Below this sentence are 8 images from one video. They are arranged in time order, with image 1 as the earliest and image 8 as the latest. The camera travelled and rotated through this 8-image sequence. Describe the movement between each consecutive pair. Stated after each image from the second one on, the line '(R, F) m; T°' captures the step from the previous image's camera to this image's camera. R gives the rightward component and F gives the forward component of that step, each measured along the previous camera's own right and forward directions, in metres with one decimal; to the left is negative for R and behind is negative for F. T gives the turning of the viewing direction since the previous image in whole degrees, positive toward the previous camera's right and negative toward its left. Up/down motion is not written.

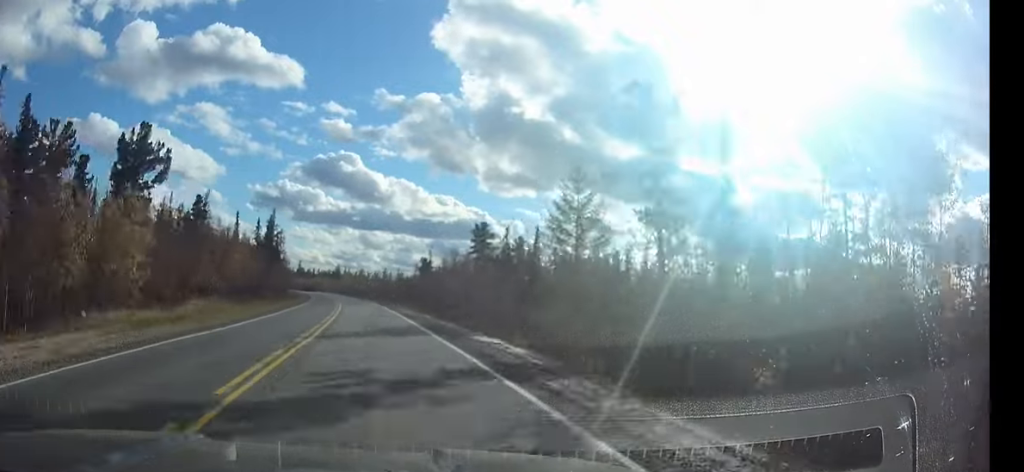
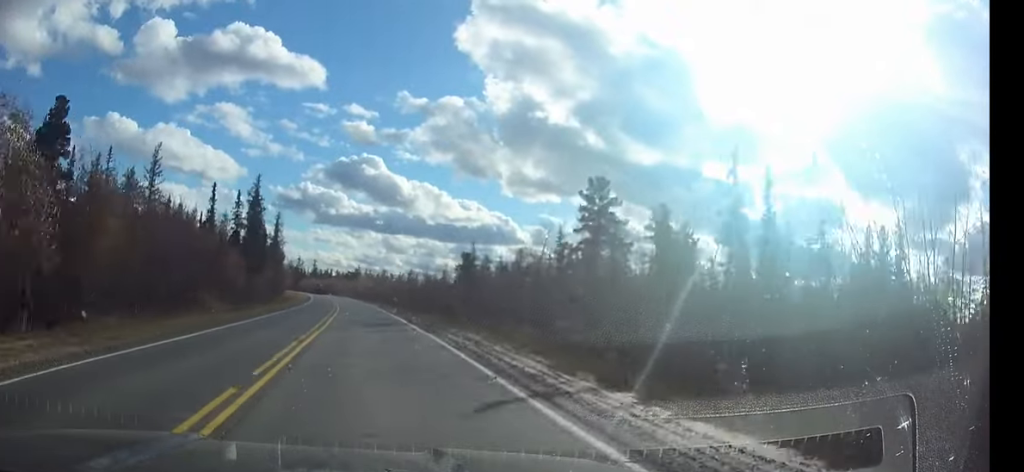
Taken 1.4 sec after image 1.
(-0.6, +38.8) m; -2°
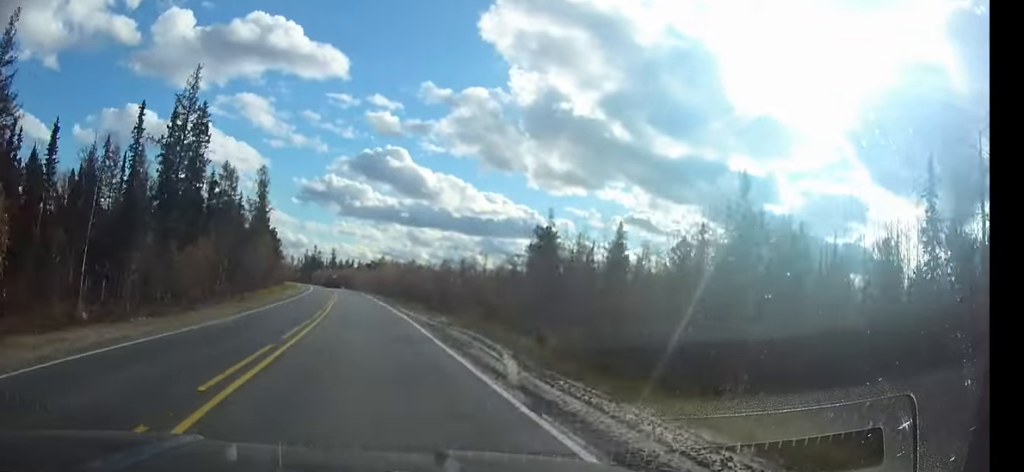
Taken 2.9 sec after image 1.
(-0.8, +39.4) m; -2°
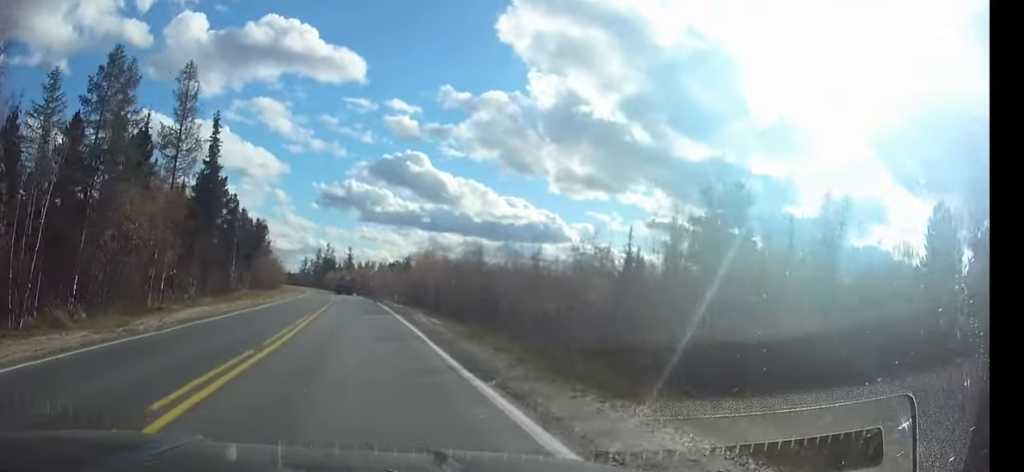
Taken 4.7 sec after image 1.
(-1.2, +40.6) m; -3°
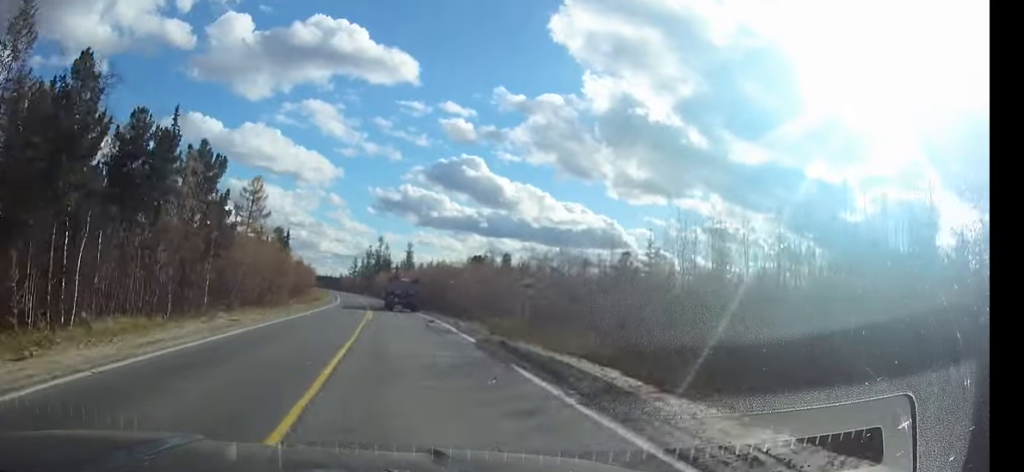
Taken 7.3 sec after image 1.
(-1.9, +54.6) m; -4°
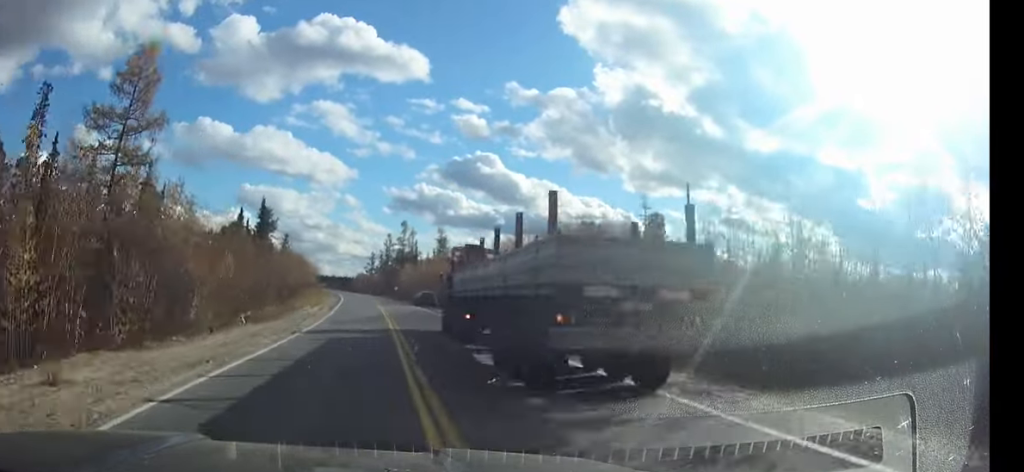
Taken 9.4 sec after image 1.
(-0.8, +43.2) m; -1°
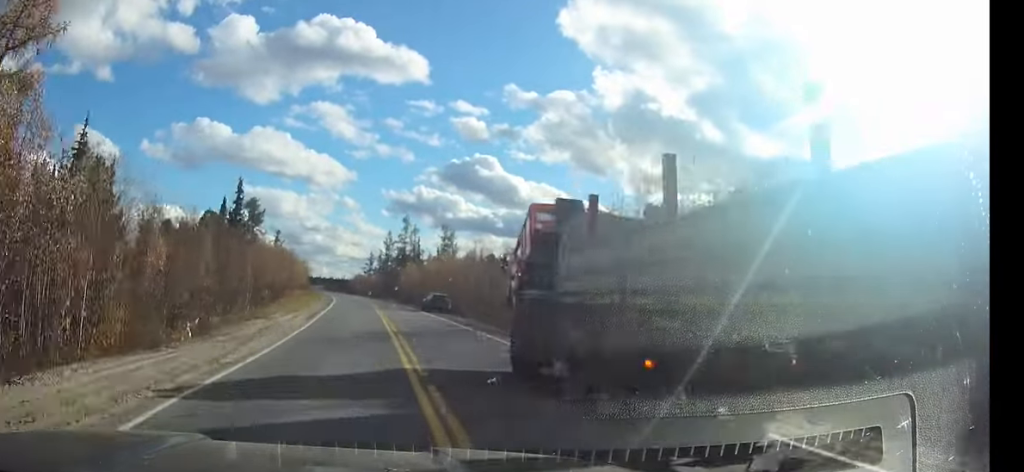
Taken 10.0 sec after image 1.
(0.0, +13.1) m; 0°
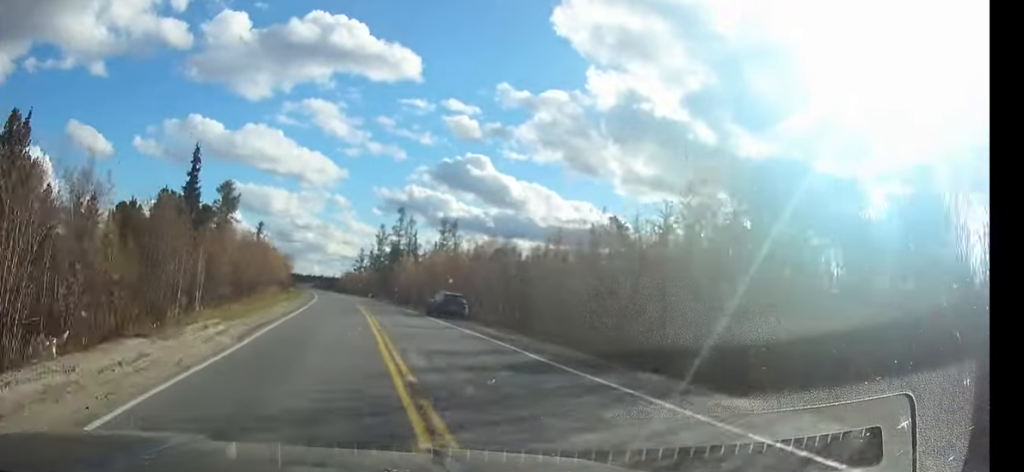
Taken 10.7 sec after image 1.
(+0.1, +13.9) m; 0°
